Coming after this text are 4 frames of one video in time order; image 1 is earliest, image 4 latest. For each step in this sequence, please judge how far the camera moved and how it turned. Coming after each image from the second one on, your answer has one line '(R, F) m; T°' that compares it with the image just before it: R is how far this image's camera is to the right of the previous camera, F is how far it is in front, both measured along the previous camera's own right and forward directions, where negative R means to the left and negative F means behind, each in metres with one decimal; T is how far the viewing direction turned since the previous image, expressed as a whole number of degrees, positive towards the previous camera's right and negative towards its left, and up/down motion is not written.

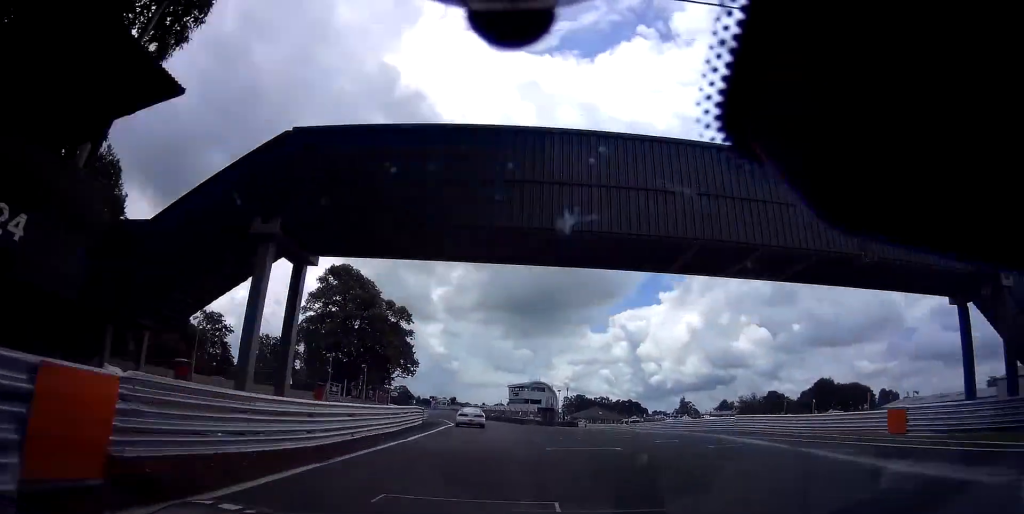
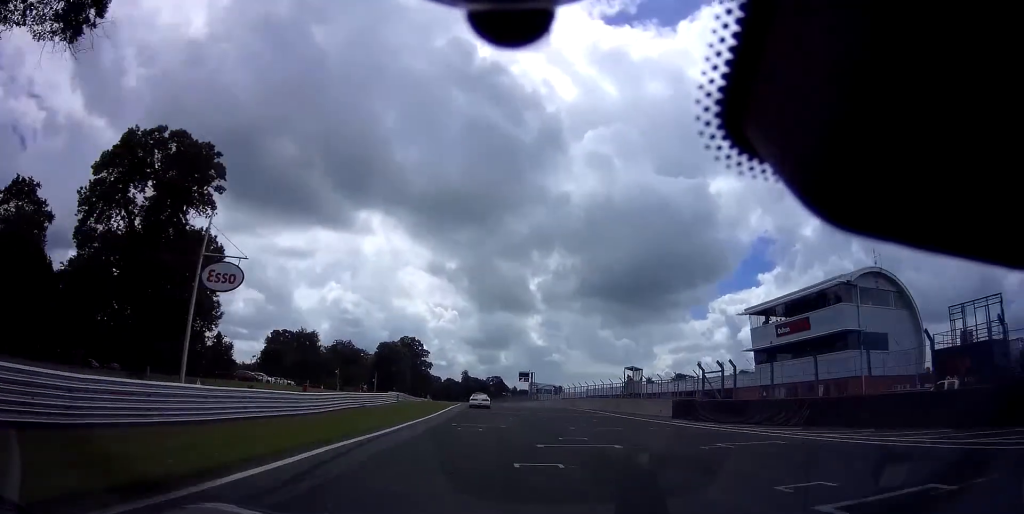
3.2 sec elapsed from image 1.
(-13.7, +111.6) m; -12°
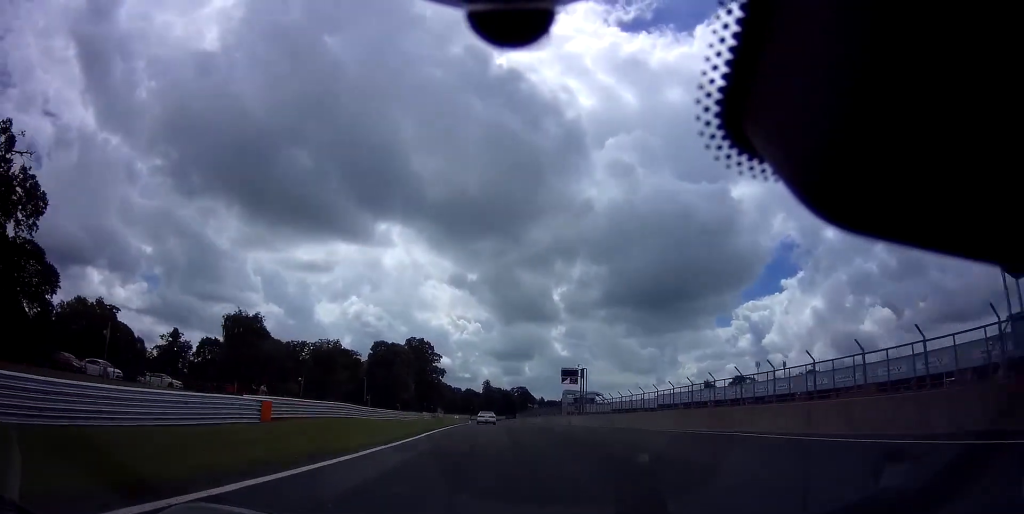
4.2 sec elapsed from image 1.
(-0.8, +38.7) m; -2°
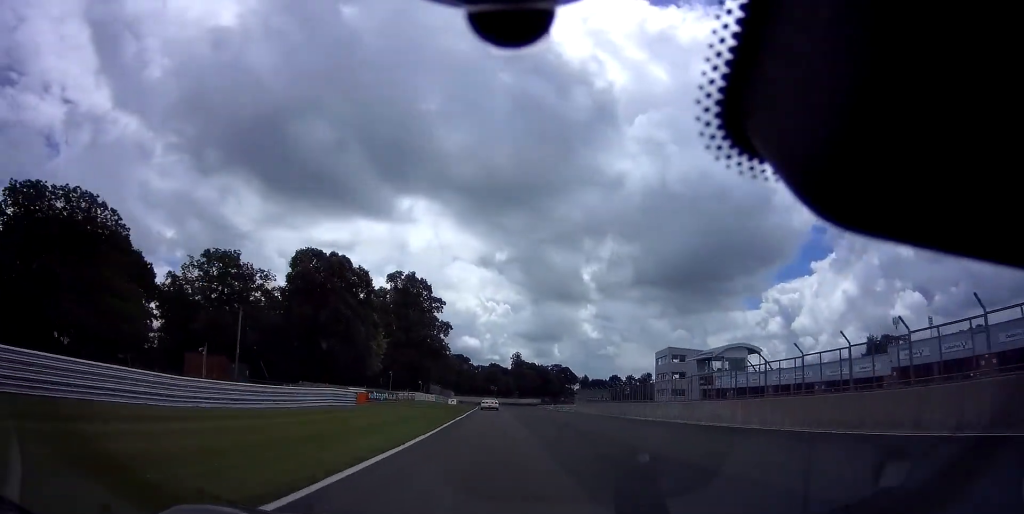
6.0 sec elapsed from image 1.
(-2.4, +72.8) m; -3°
